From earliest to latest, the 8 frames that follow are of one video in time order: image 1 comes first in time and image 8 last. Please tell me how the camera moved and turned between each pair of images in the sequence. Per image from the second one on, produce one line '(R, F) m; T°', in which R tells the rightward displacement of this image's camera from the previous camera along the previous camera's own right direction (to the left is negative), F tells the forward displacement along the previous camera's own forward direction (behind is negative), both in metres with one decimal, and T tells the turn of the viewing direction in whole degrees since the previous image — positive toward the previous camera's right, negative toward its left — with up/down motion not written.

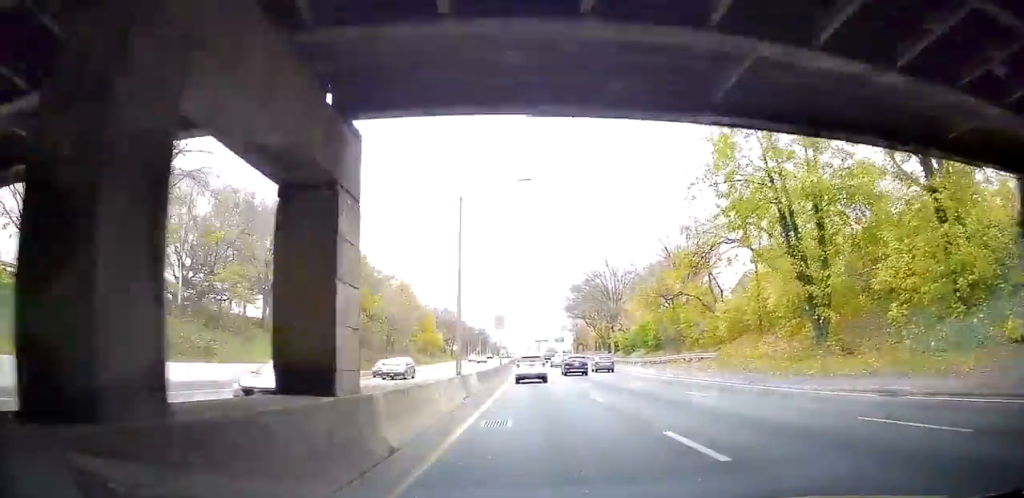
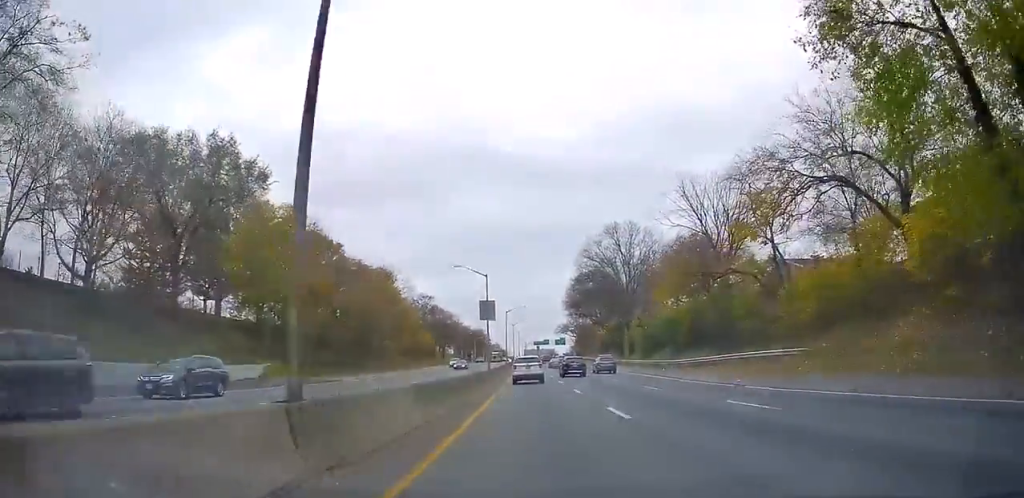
(+0.3, +16.5) m; +1°
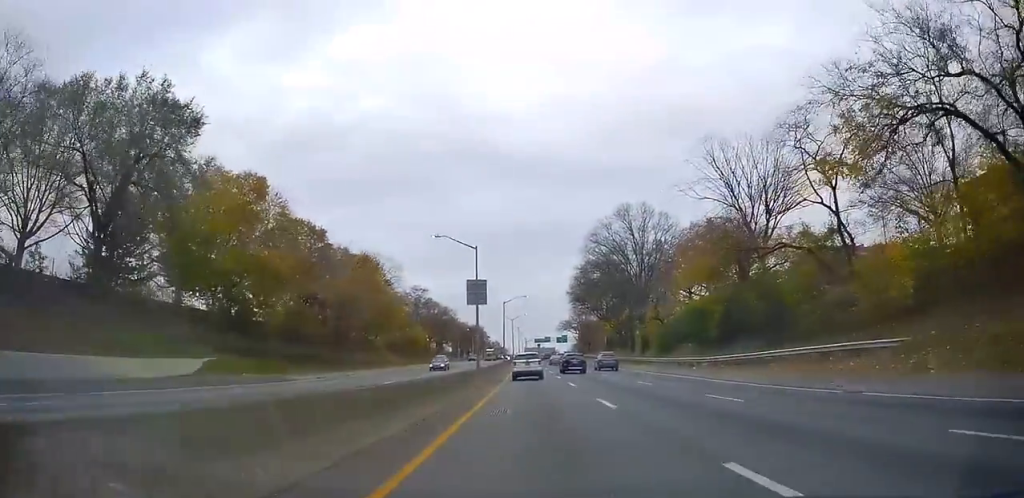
(+0.1, +9.7) m; 0°
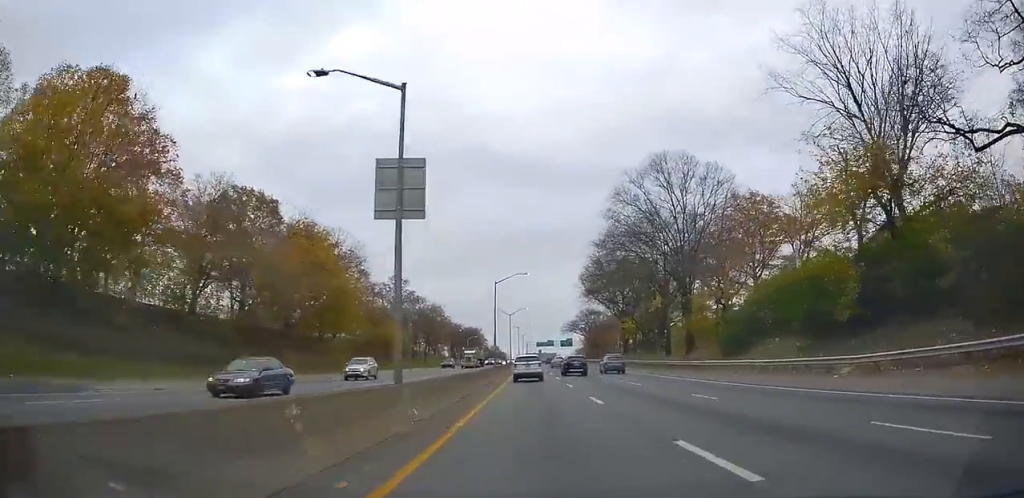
(0.0, +21.5) m; 0°
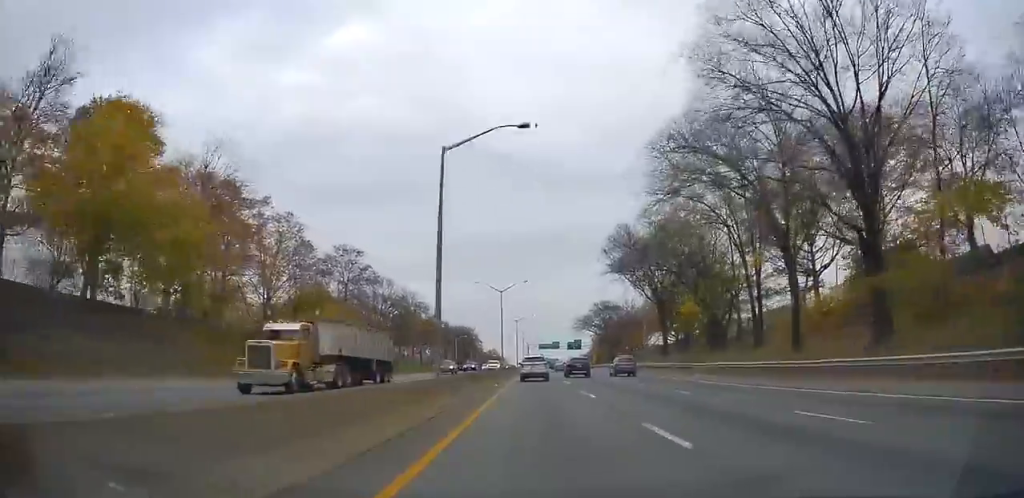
(0.0, +32.7) m; -1°
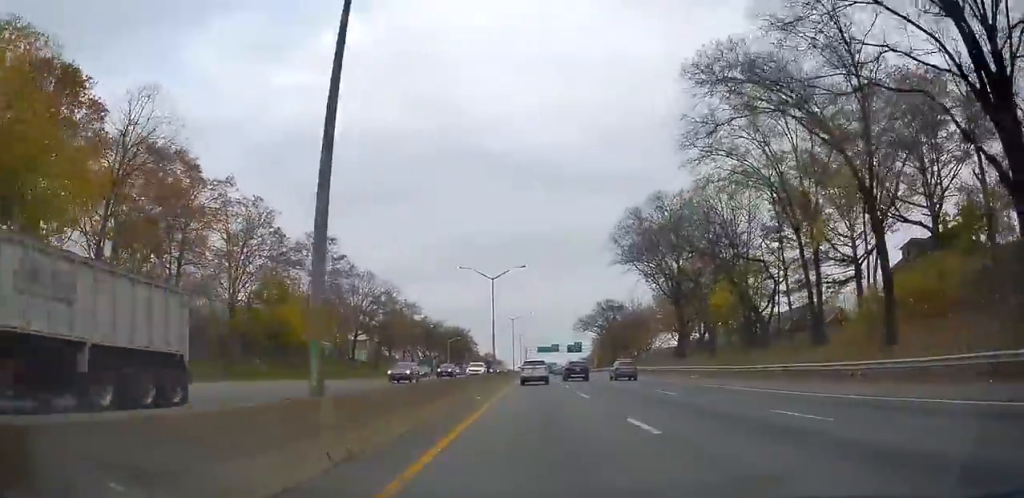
(+0.1, +10.3) m; -1°
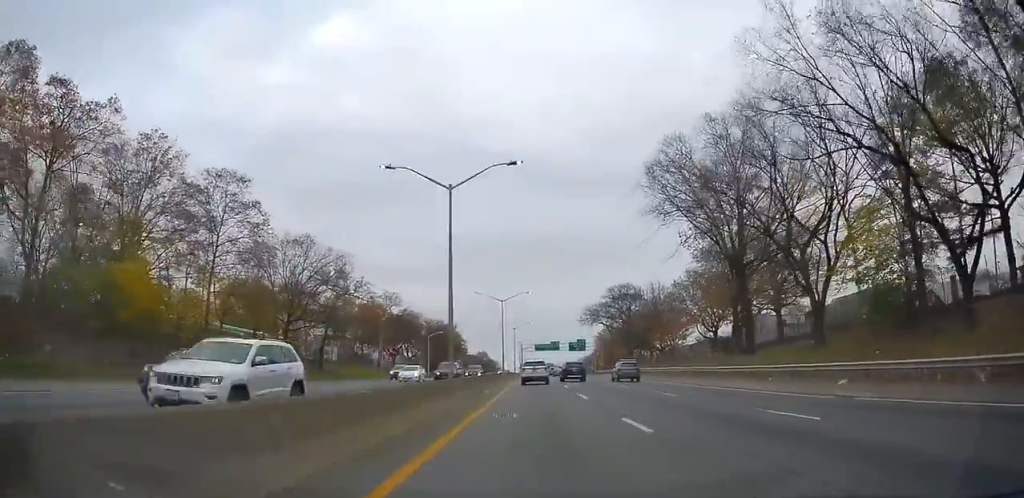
(-0.5, +23.2) m; 0°
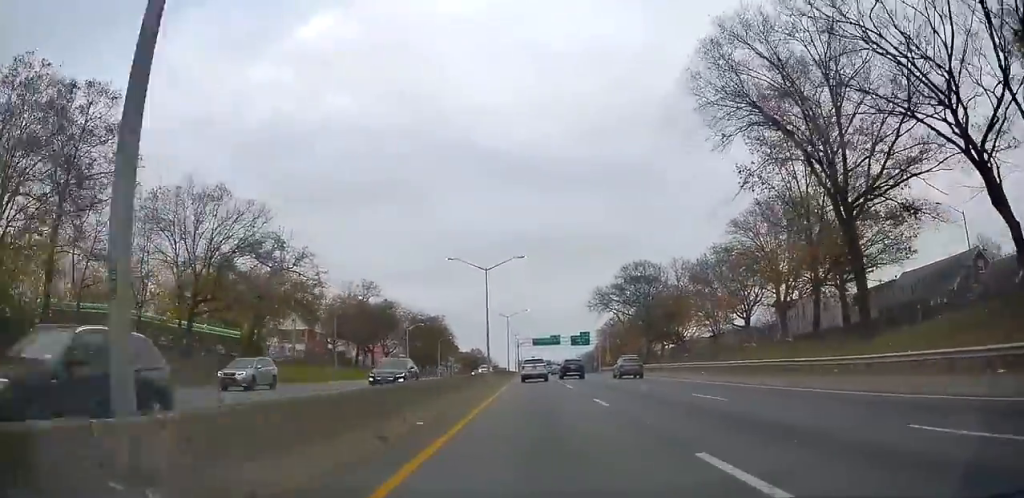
(+0.4, +18.1) m; 0°
